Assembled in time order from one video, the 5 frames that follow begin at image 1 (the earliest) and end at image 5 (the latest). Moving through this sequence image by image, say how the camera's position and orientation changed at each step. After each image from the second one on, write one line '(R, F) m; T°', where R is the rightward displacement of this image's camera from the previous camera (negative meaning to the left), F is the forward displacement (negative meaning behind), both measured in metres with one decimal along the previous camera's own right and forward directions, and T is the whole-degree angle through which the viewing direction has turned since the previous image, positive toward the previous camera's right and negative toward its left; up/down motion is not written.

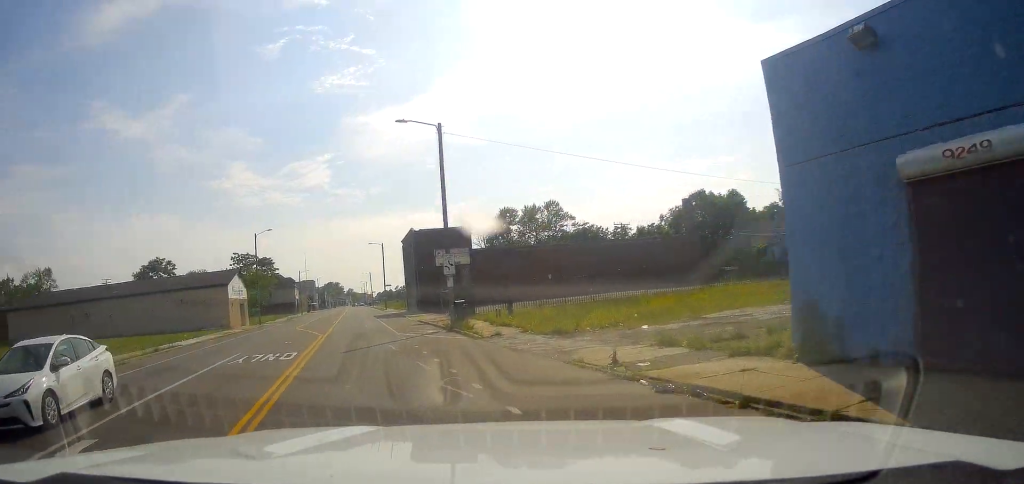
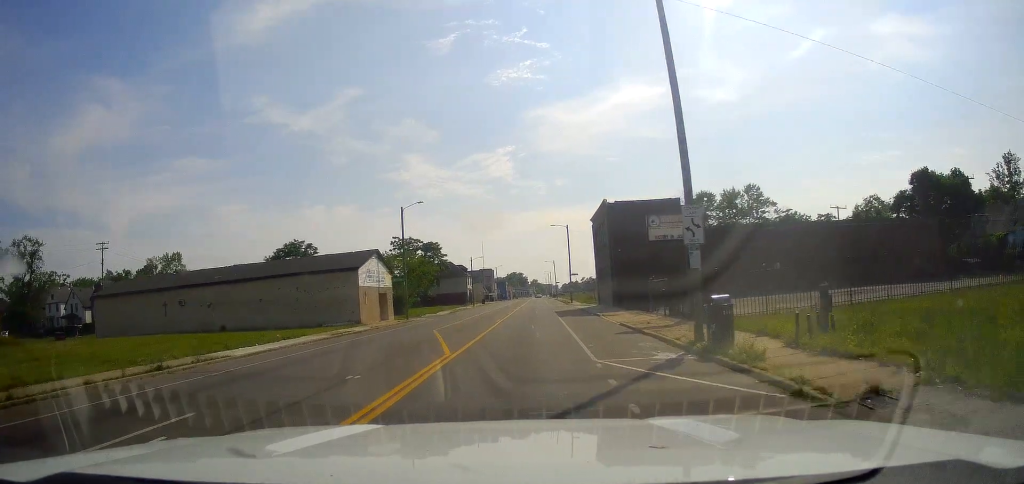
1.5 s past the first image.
(-3.2, +13.2) m; -17°
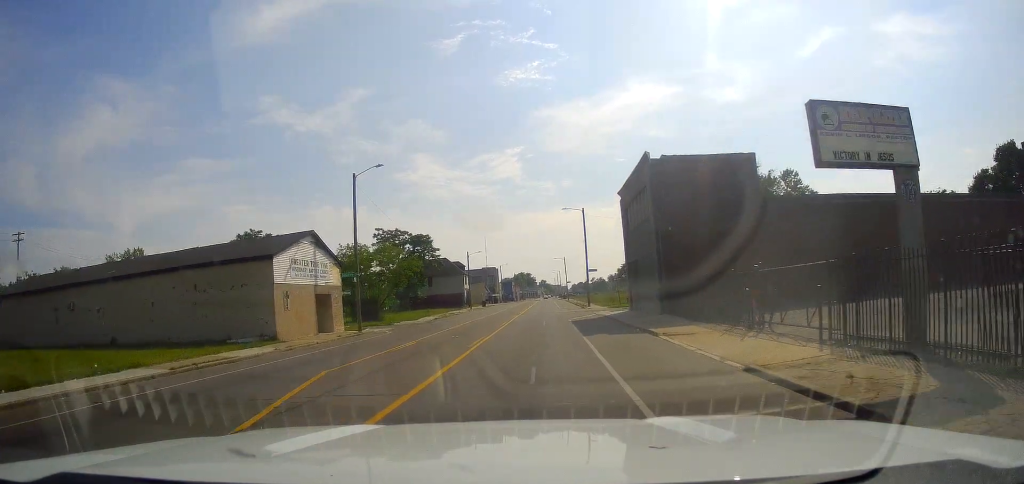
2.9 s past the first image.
(+0.3, +16.0) m; 0°
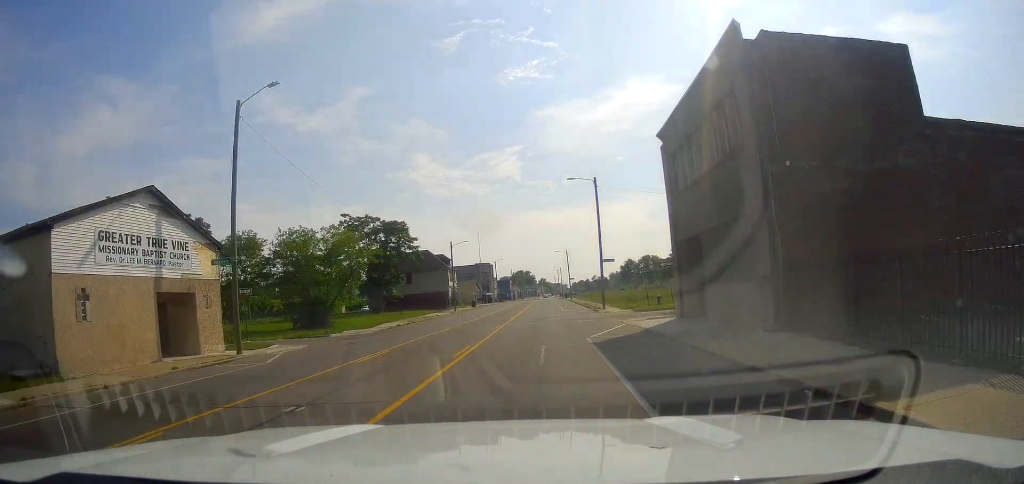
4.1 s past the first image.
(-0.4, +15.9) m; -3°
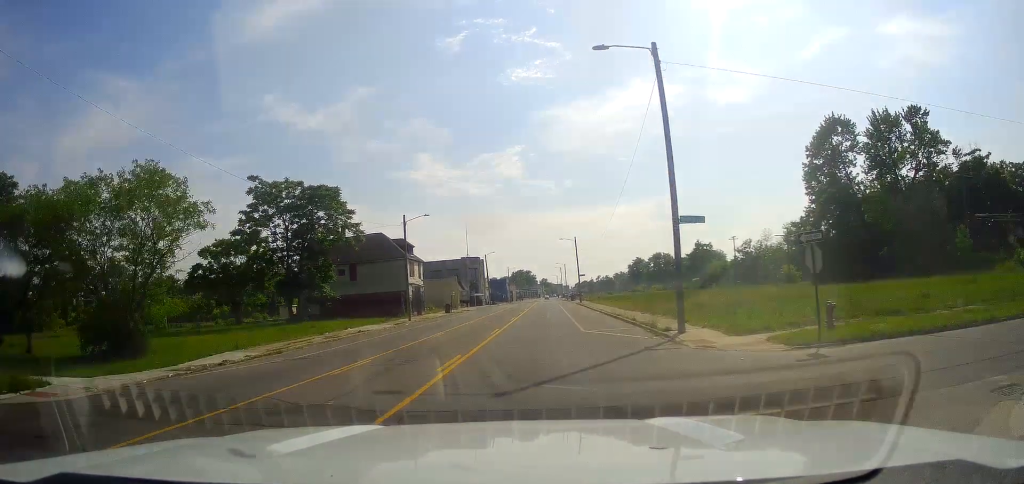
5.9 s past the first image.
(-0.6, +27.1) m; -1°
